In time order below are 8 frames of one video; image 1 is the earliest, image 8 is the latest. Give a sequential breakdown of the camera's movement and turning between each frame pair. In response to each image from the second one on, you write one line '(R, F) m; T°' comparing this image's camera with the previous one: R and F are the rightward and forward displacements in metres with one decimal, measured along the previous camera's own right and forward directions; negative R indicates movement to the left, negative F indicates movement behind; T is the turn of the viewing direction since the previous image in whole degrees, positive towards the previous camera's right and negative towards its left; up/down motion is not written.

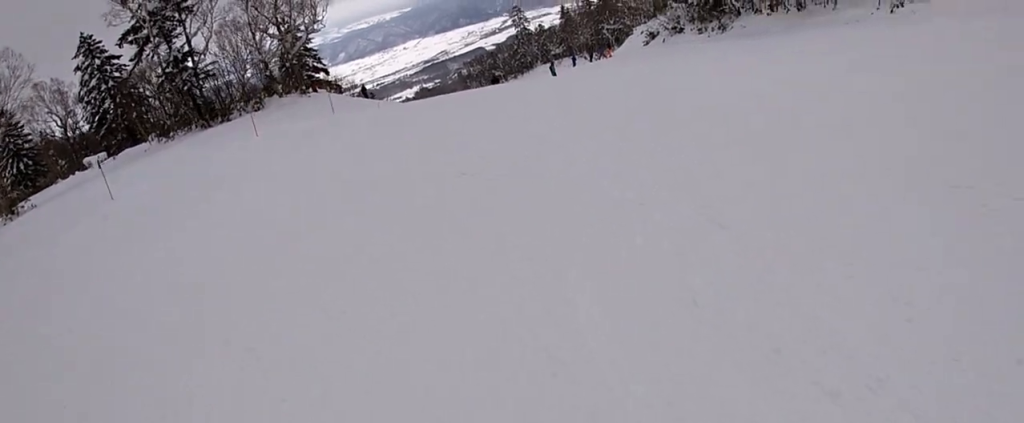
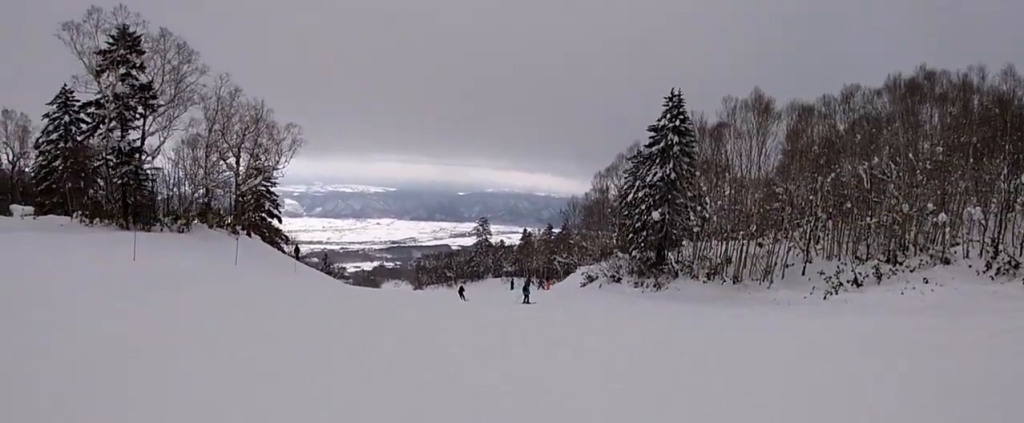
(+1.4, +3.5) m; +1°
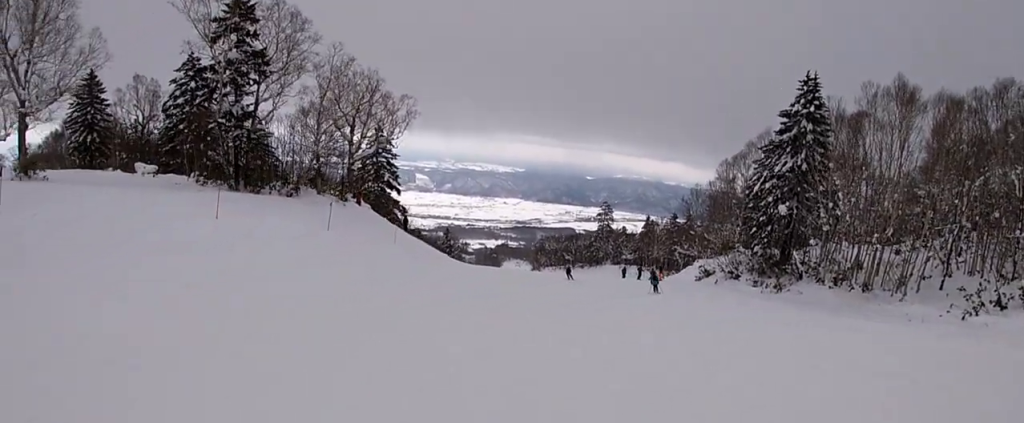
(-0.7, +2.6) m; -19°
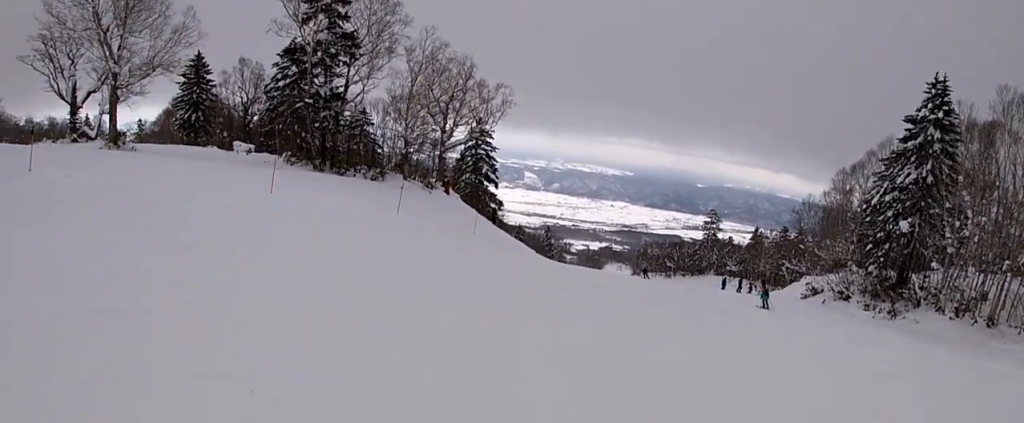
(-0.5, +2.9) m; -14°
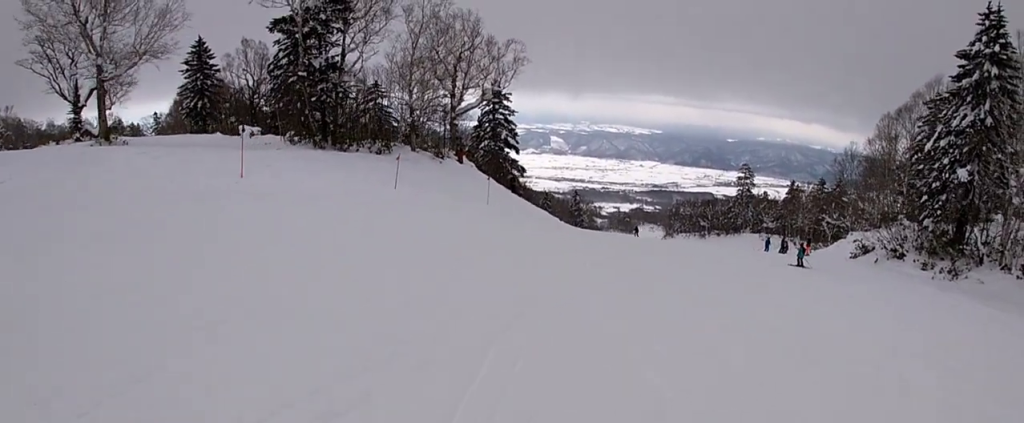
(-0.8, +3.6) m; +8°
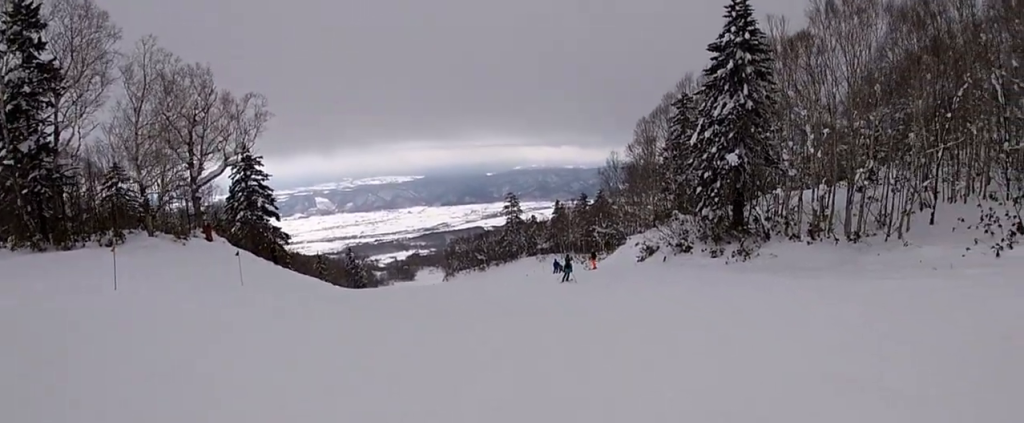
(+1.5, +3.8) m; +24°
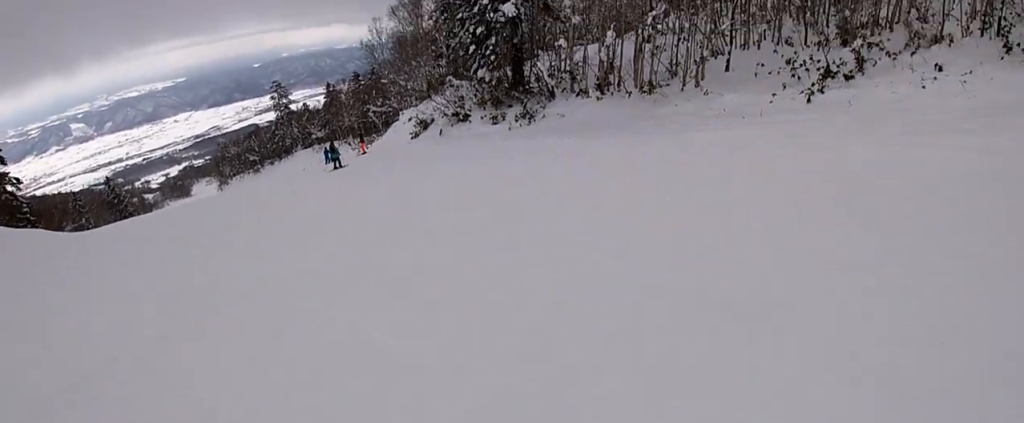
(+0.1, +4.9) m; -2°
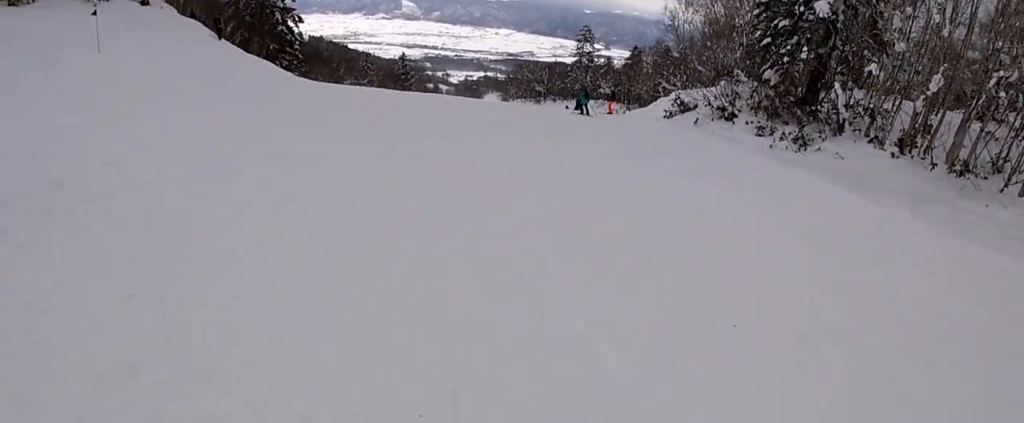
(-0.5, +4.9) m; -18°
